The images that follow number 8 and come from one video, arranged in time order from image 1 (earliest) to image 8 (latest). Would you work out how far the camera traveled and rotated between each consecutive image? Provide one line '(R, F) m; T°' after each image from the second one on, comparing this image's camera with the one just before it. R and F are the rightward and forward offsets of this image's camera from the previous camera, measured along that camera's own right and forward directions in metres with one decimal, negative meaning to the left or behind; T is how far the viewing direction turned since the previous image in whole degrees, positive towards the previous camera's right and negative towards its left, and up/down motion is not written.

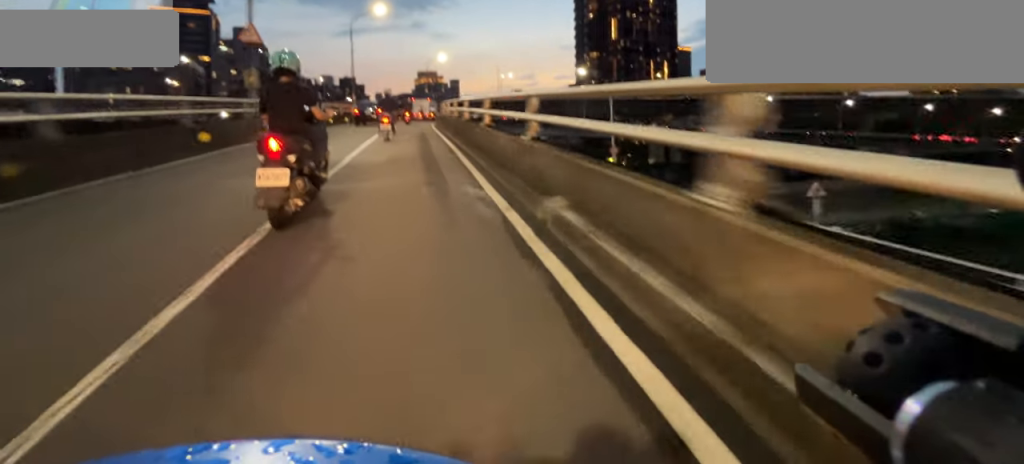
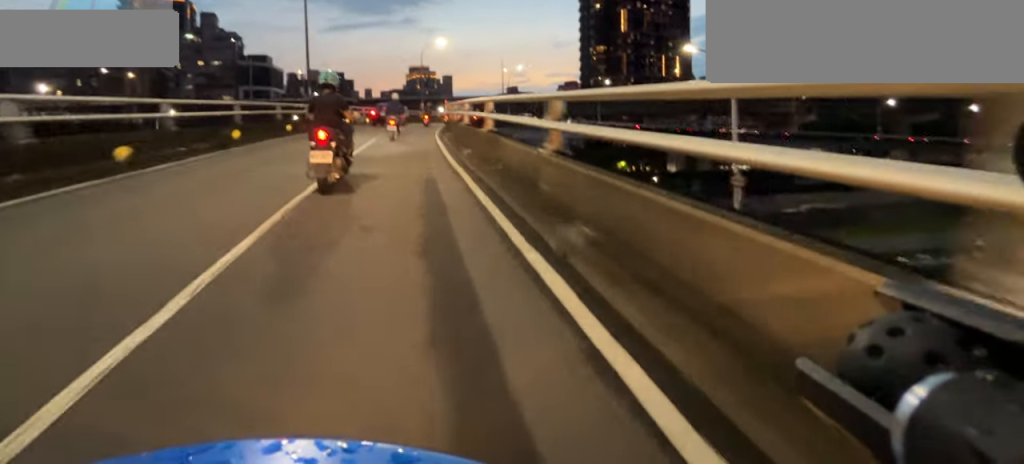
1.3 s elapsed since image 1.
(+0.2, +12.5) m; +5°
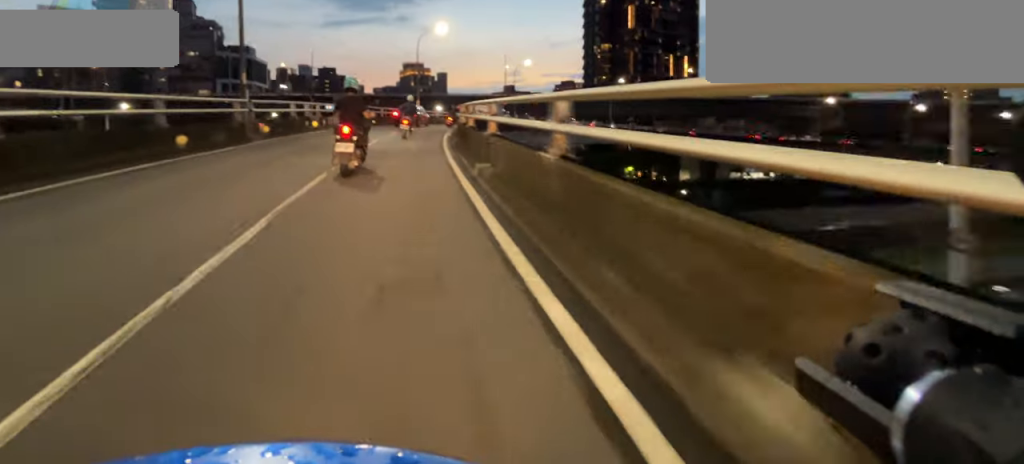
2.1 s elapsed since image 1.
(+0.5, +7.8) m; +4°
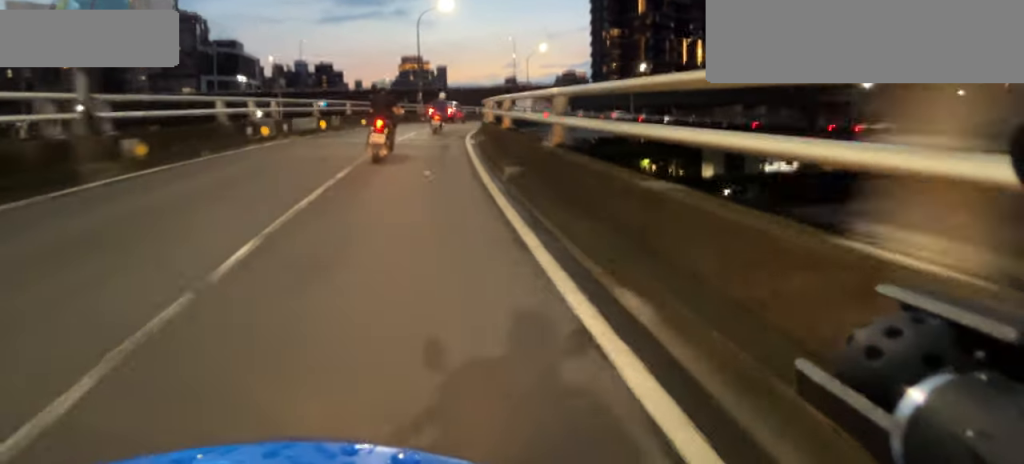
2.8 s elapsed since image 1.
(+0.1, +6.6) m; +1°
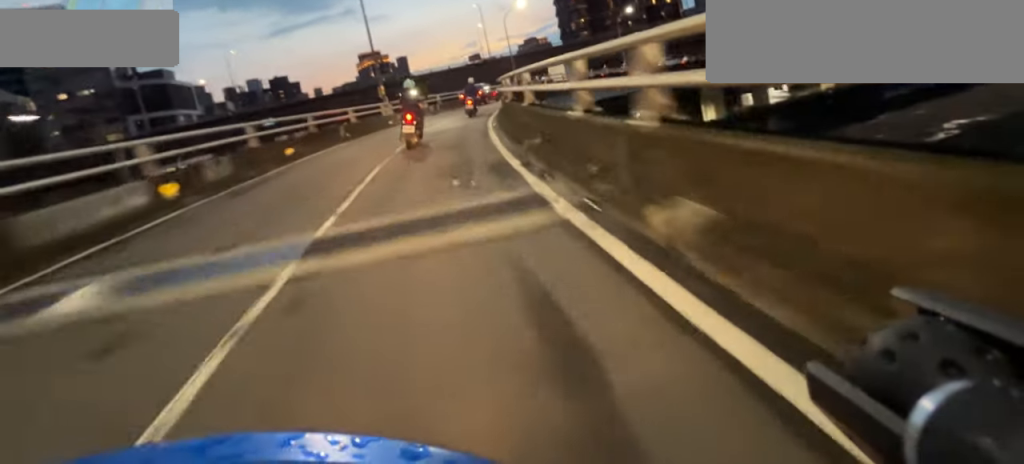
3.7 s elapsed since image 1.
(0.0, +8.8) m; +6°
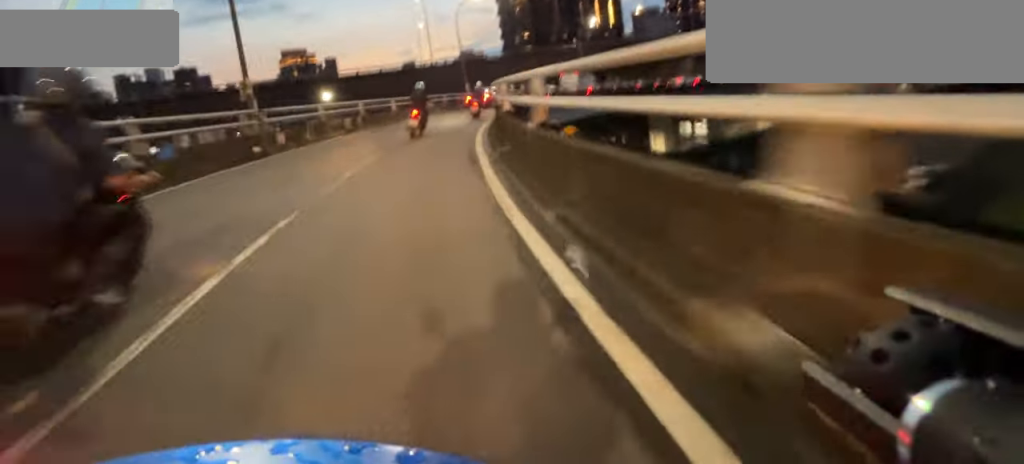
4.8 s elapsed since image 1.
(+1.0, +8.7) m; +13°
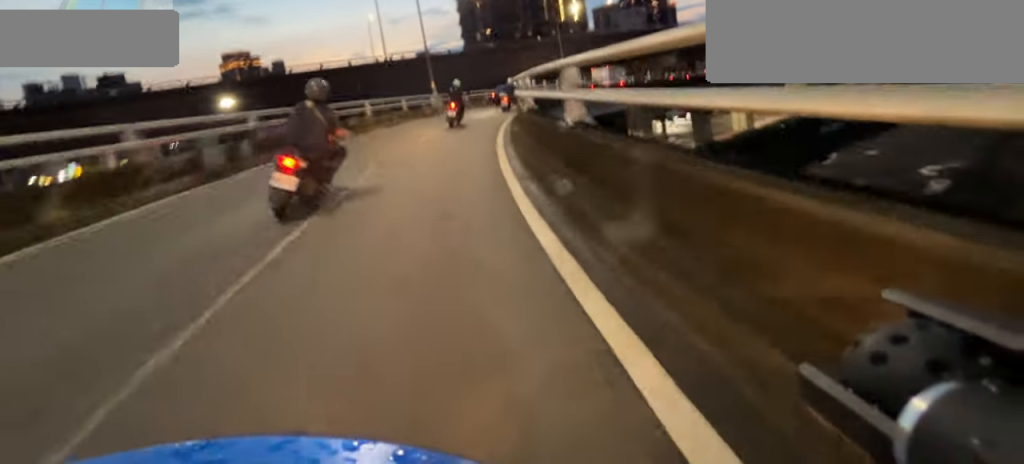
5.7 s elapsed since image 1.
(+0.7, +7.0) m; +6°
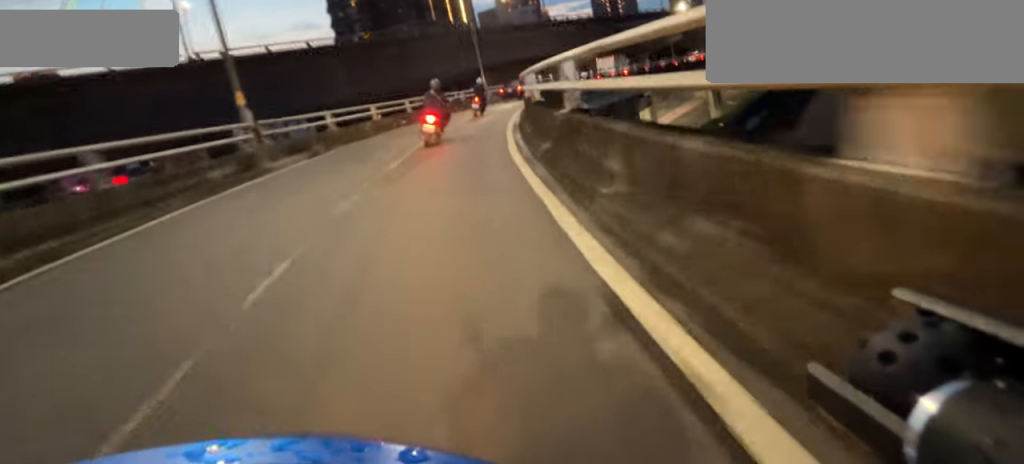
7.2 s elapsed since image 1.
(+0.3, +11.8) m; +4°
